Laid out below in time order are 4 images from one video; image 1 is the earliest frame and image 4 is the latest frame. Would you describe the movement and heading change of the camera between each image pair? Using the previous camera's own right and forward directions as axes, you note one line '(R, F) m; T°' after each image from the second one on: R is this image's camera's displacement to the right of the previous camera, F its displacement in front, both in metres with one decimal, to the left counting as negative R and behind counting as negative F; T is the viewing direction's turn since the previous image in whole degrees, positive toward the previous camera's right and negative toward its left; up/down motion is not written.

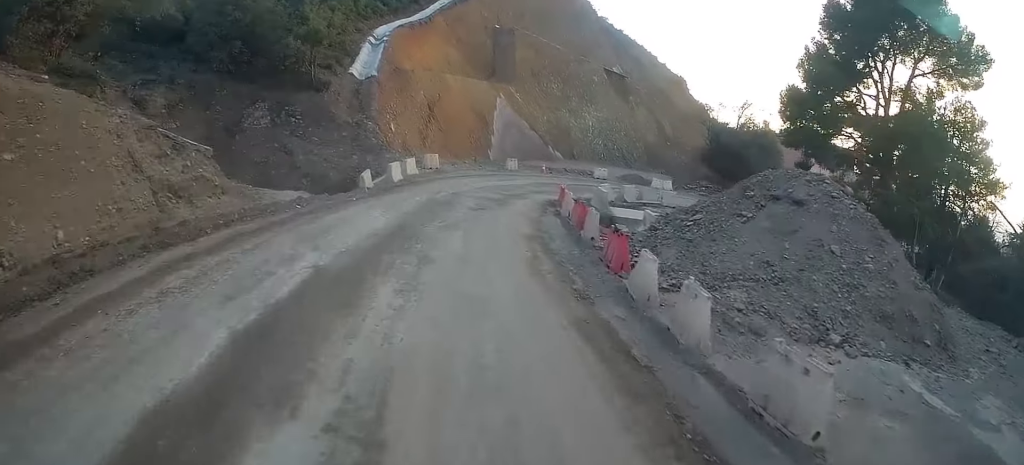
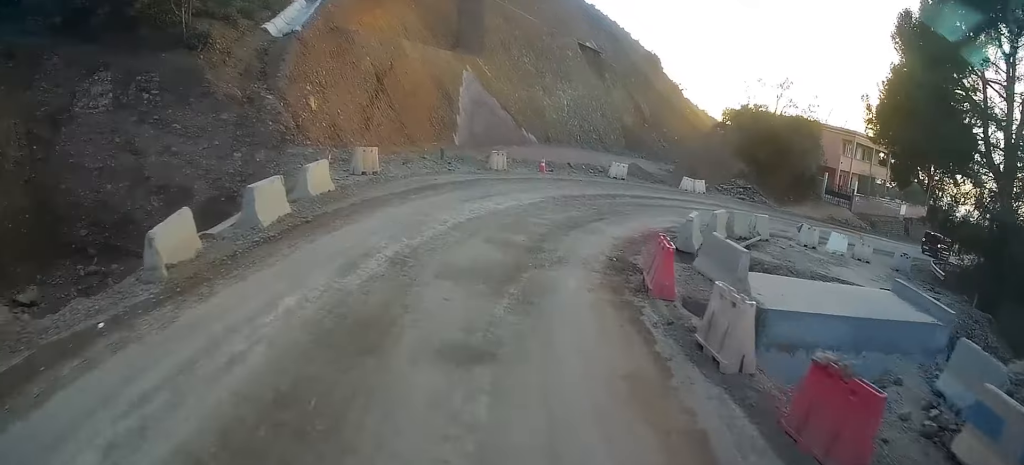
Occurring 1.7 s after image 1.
(+0.6, +11.9) m; +4°
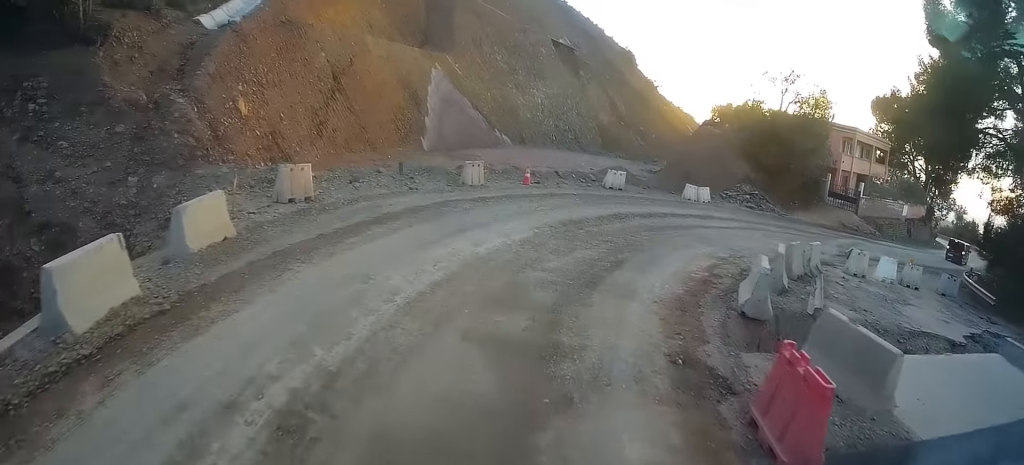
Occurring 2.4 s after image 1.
(-0.1, +4.5) m; +4°
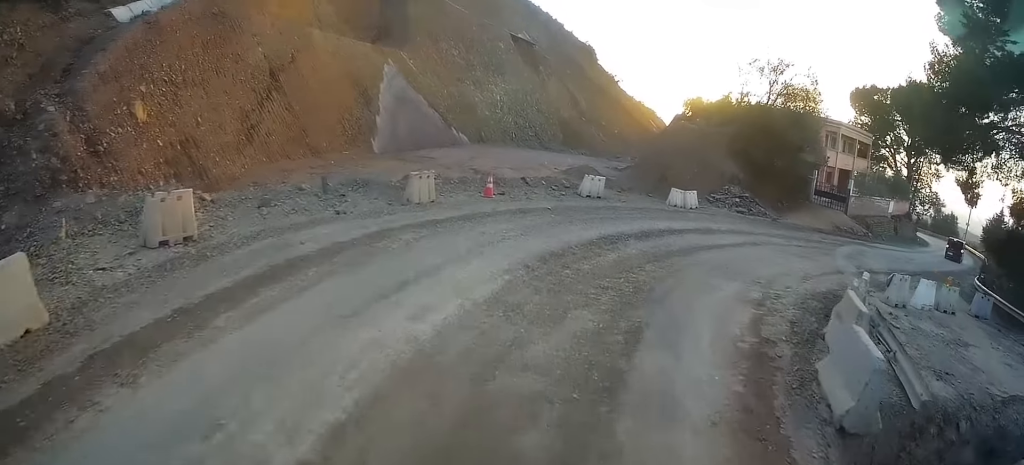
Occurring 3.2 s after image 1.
(+0.3, +4.3) m; +9°
